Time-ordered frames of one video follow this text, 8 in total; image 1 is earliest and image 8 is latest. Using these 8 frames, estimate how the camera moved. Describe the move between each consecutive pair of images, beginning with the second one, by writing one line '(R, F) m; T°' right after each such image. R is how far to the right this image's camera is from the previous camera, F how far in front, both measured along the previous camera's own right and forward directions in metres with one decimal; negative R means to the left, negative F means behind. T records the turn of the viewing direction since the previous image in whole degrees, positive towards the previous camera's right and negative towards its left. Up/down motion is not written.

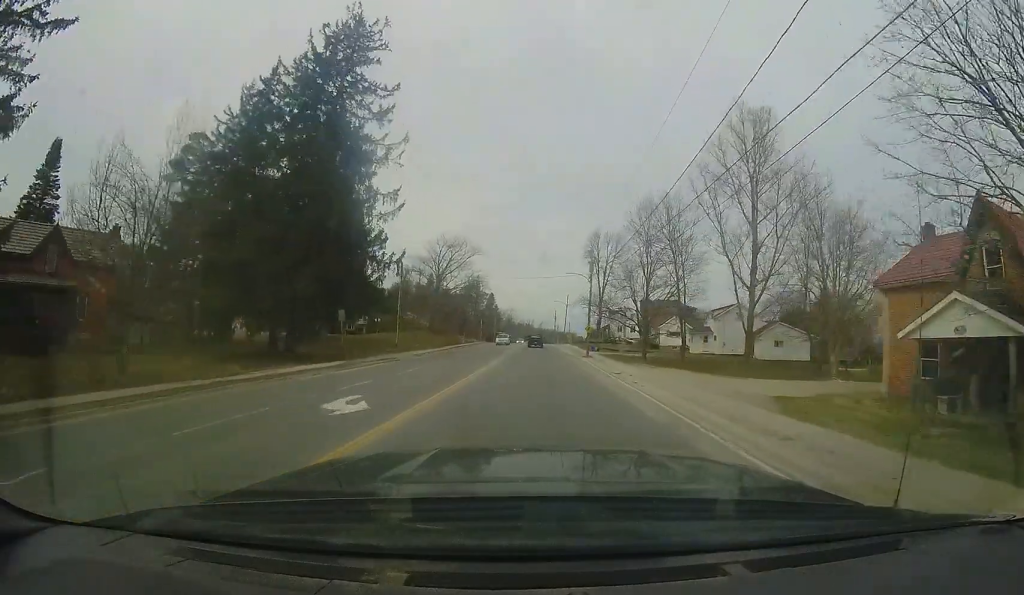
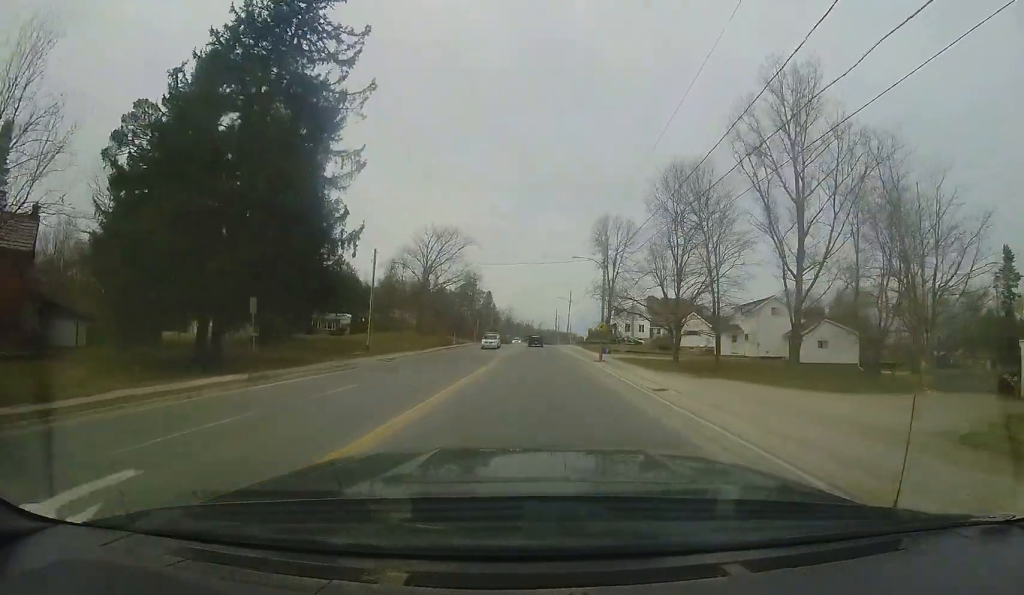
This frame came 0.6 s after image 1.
(+0.3, +6.5) m; +1°
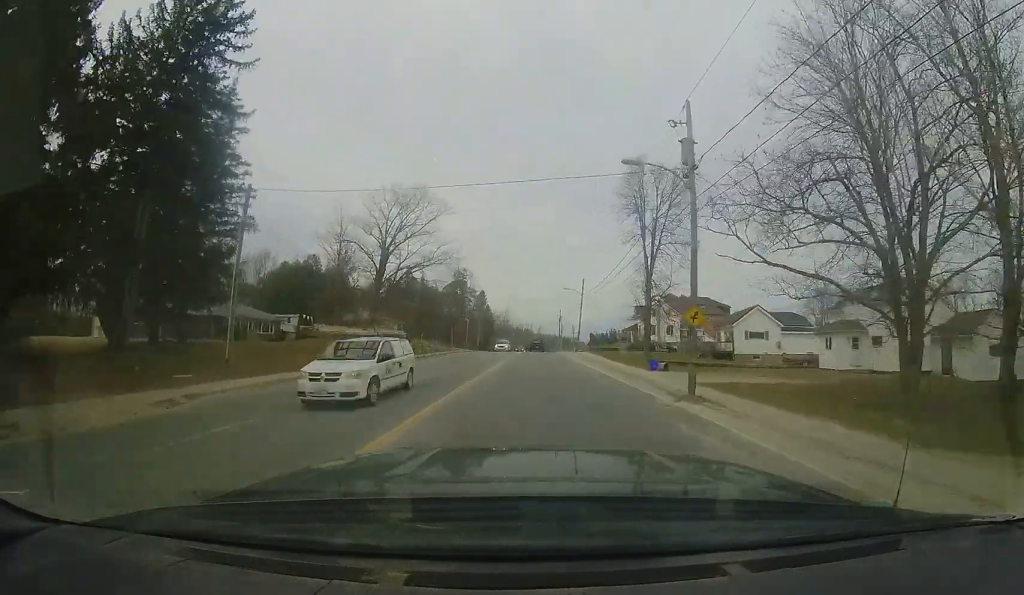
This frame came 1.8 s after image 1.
(-0.1, +15.8) m; -1°
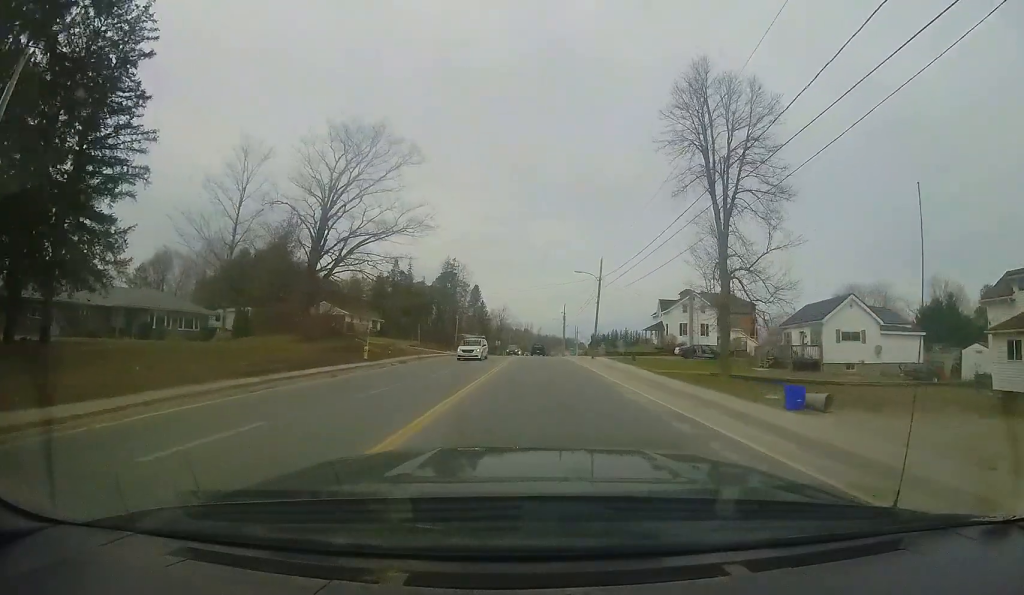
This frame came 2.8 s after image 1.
(0.0, +12.8) m; +1°
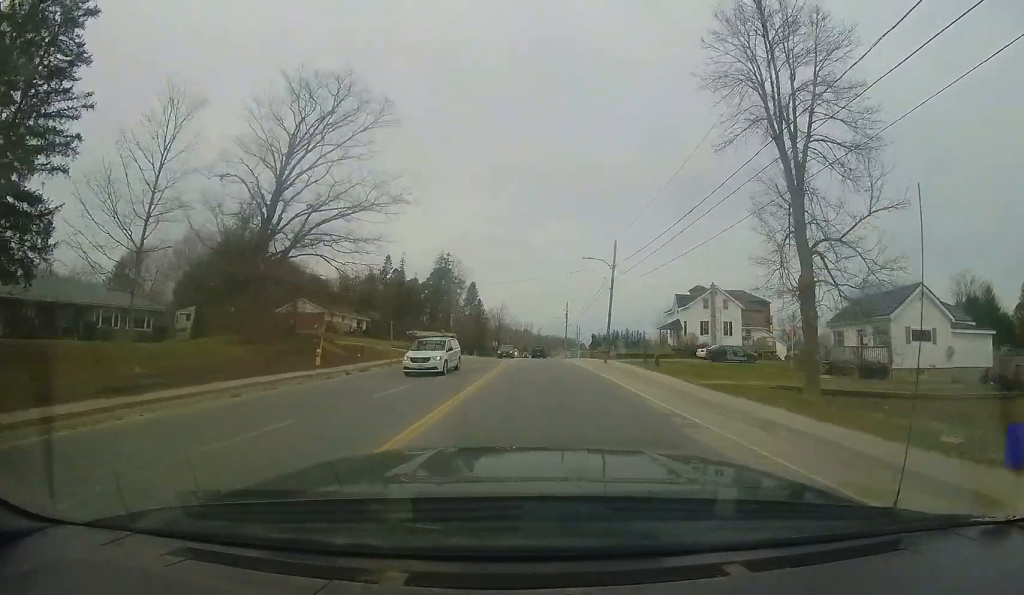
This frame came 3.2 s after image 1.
(+0.1, +6.1) m; +1°
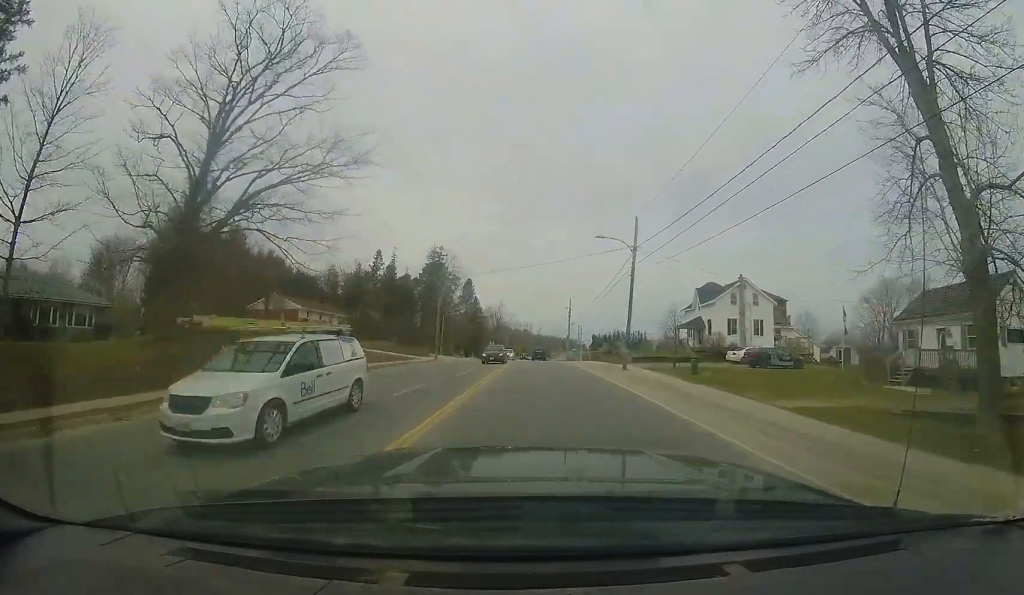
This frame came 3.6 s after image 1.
(+0.1, +6.2) m; +1°
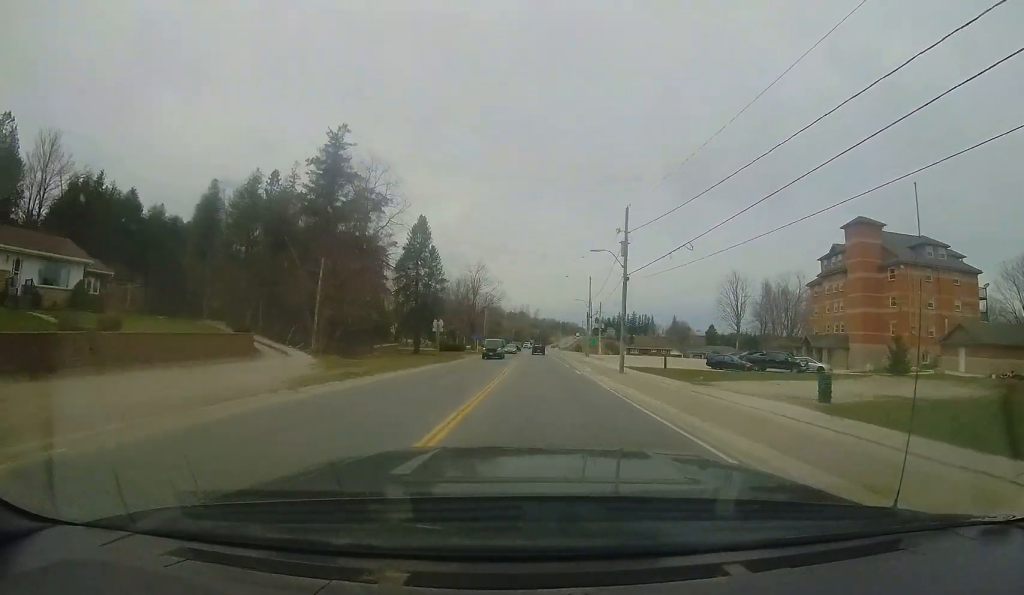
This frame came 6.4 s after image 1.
(+0.7, +41.0) m; +1°
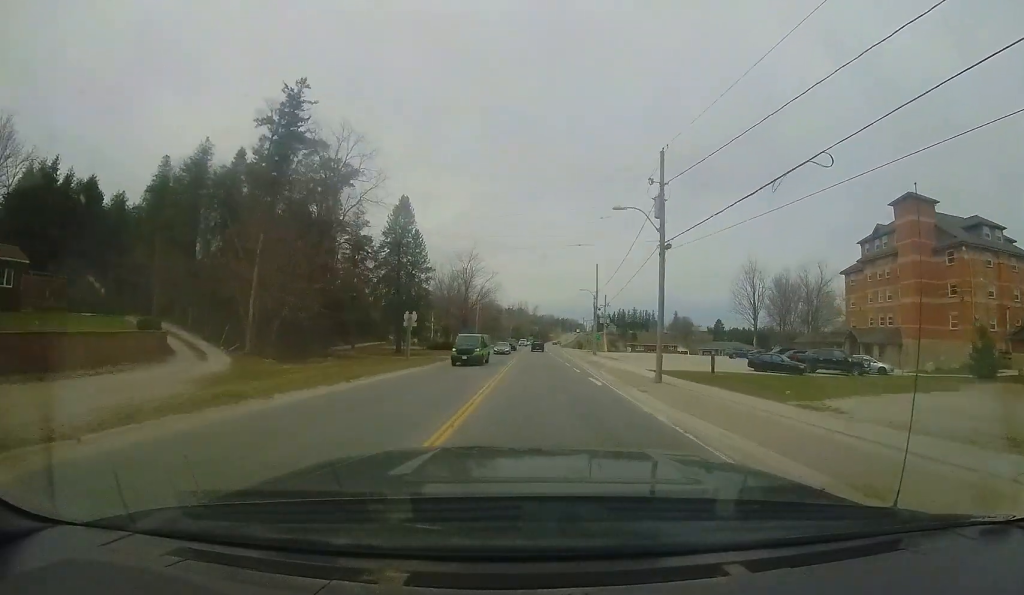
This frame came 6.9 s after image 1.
(-0.1, +7.6) m; 0°
